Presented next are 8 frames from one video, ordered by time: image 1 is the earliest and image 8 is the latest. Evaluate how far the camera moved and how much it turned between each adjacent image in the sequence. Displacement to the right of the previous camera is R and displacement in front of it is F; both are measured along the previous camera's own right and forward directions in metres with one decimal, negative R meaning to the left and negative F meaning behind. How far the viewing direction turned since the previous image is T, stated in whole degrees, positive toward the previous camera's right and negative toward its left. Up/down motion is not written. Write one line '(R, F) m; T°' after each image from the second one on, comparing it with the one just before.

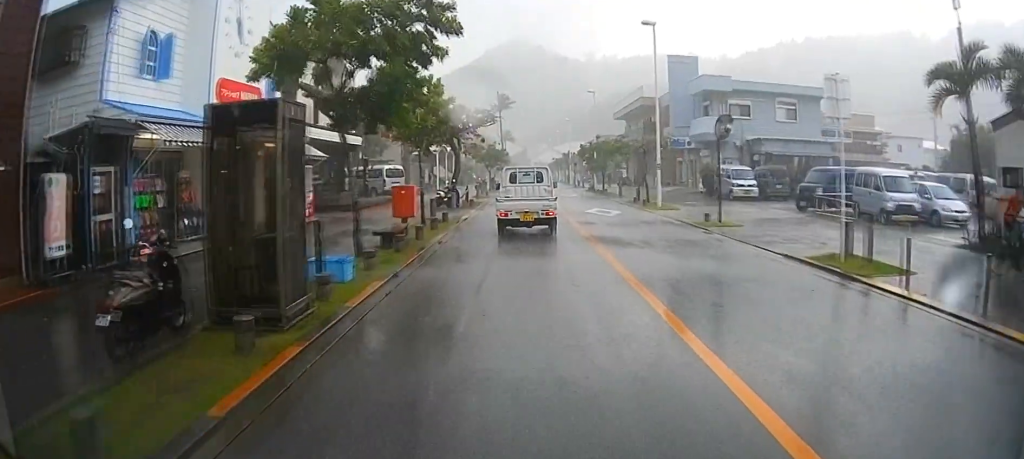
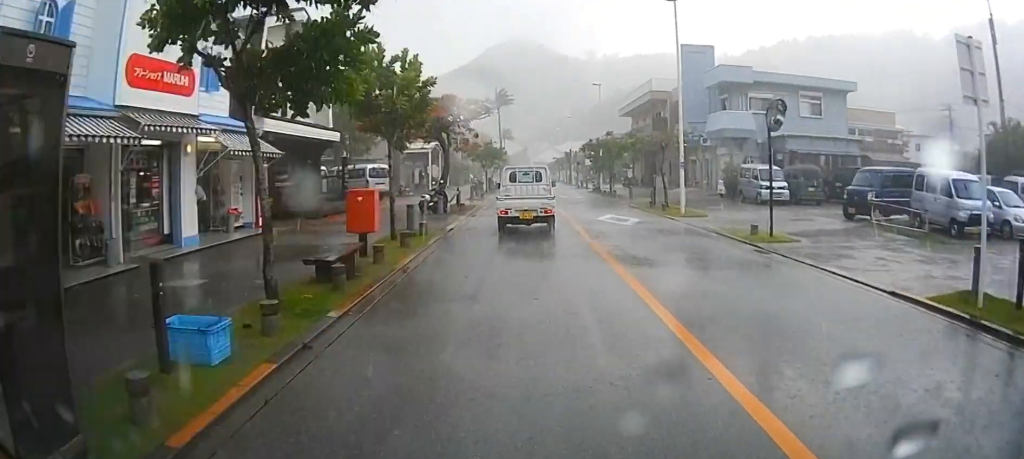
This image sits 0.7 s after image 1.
(0.0, +4.2) m; 0°
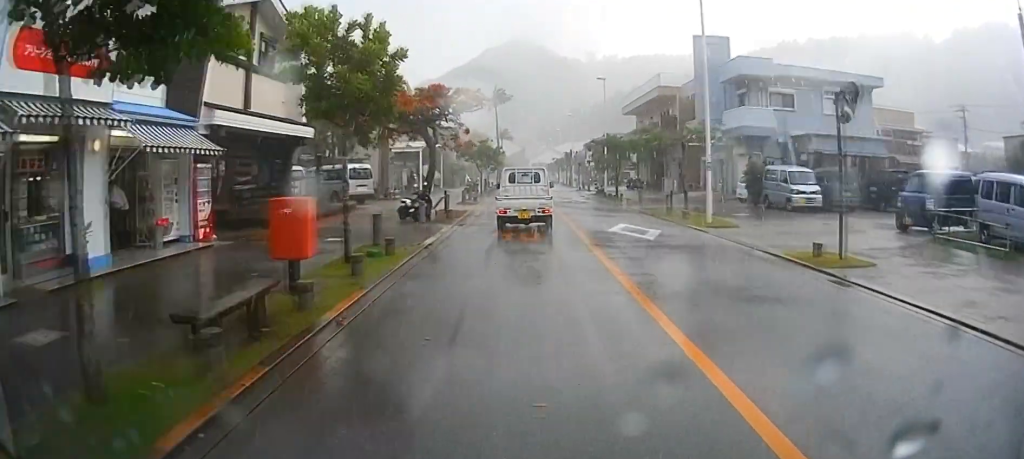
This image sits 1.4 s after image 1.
(0.0, +3.9) m; +1°
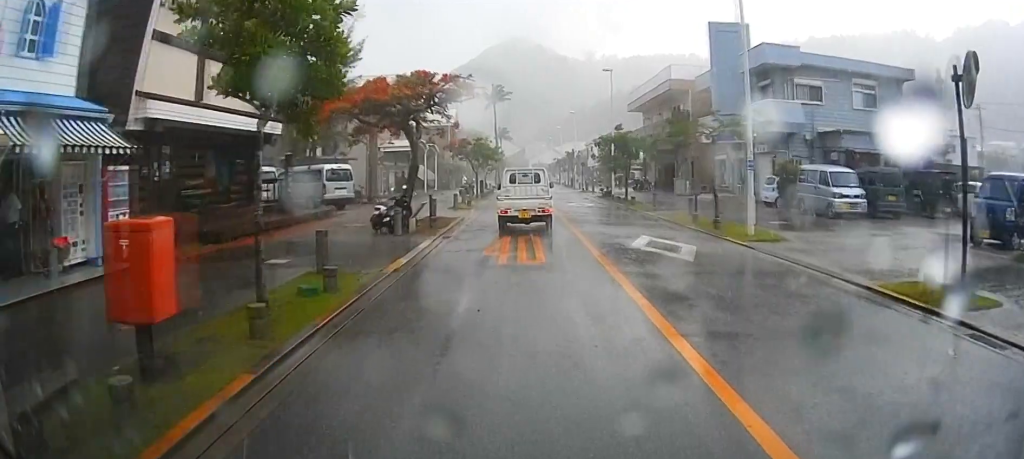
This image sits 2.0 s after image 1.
(0.0, +3.6) m; -3°
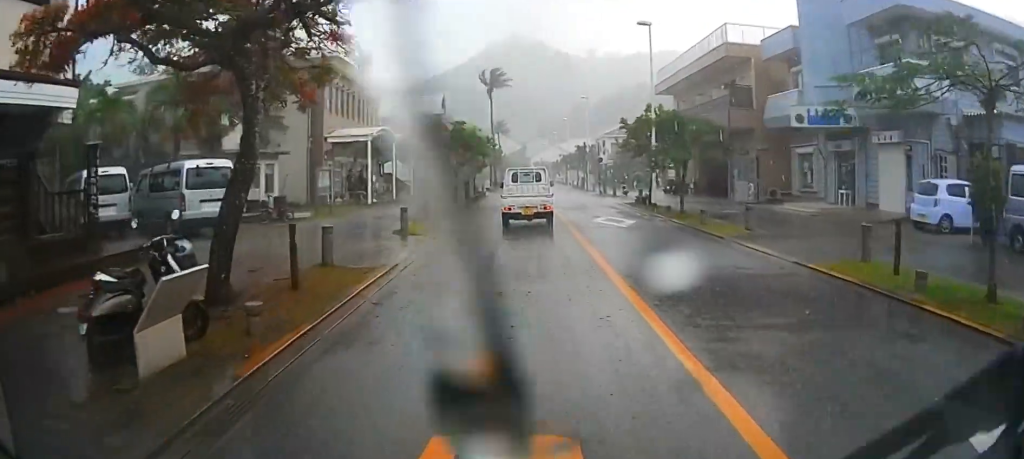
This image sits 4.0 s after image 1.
(-0.5, +11.9) m; 0°
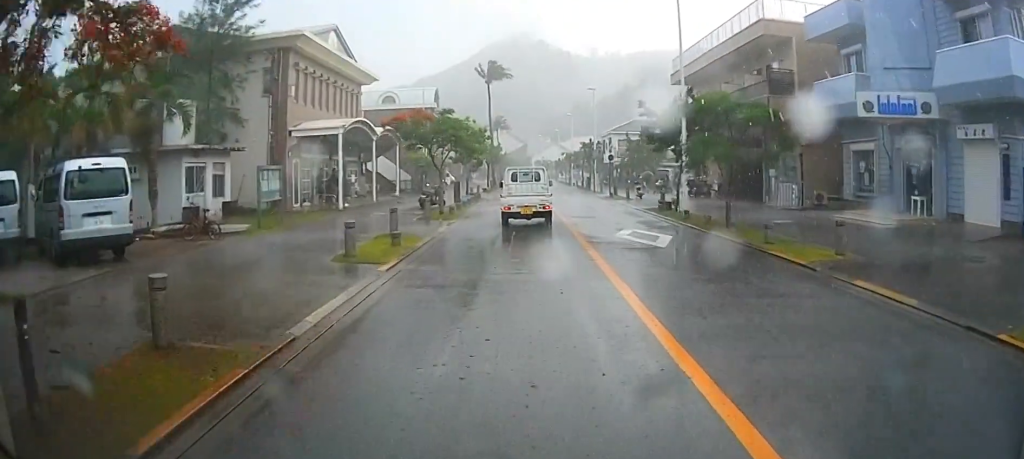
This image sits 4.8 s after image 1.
(+0.2, +5.2) m; +2°
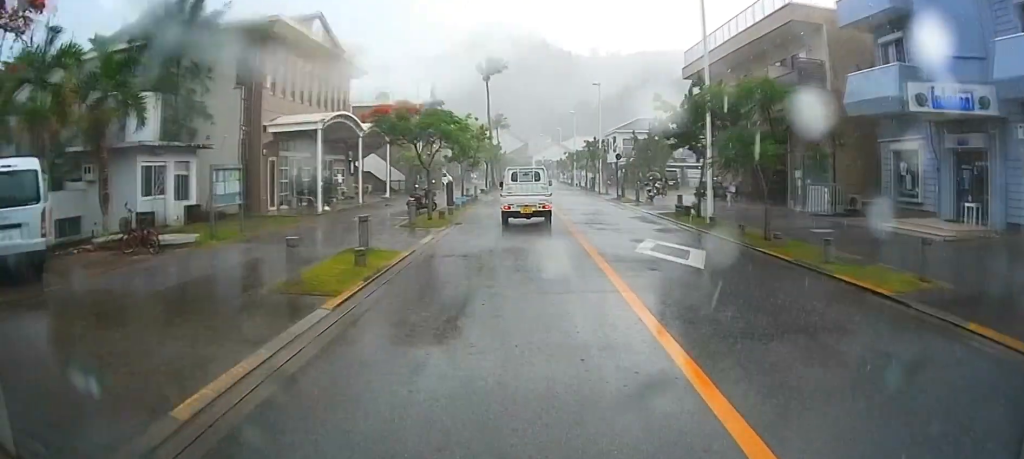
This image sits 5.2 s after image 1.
(0.0, +2.7) m; 0°
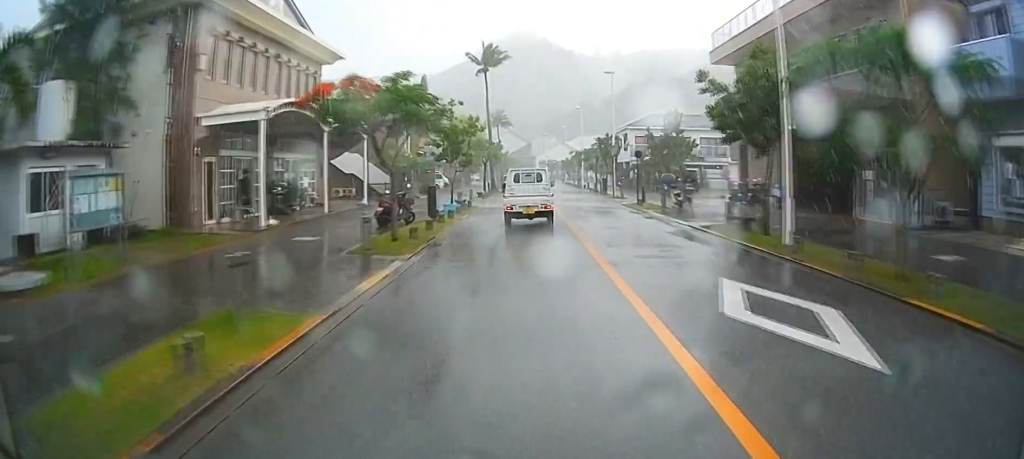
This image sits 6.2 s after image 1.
(0.0, +5.9) m; -3°
